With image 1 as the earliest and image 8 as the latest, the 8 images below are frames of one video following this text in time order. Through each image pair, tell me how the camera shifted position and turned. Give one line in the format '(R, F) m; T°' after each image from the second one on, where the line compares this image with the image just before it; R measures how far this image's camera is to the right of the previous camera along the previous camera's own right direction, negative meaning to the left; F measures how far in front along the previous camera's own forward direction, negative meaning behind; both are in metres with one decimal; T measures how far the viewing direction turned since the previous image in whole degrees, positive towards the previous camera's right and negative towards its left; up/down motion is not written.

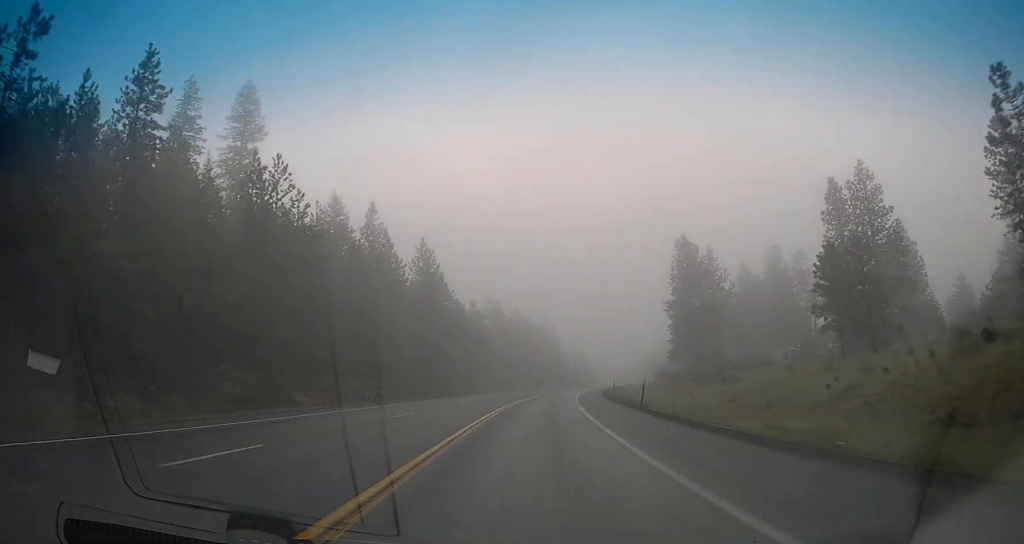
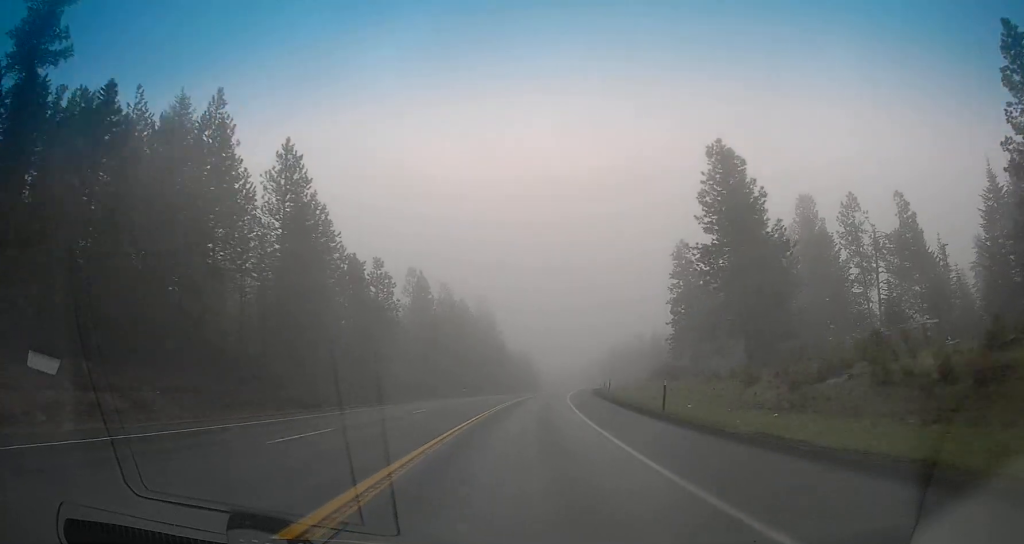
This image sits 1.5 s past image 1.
(+1.9, +39.8) m; +6°
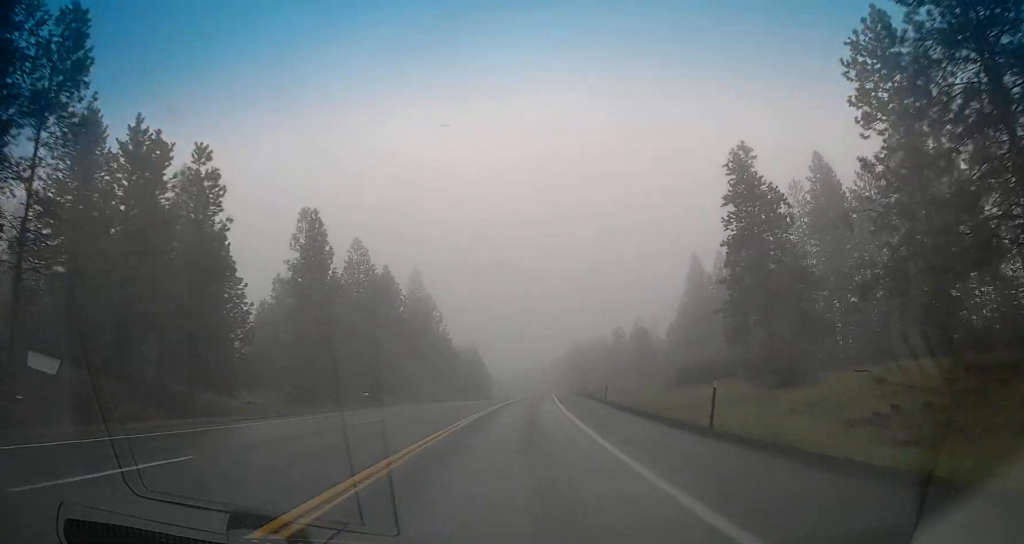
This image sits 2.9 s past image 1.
(+1.7, +38.0) m; +4°
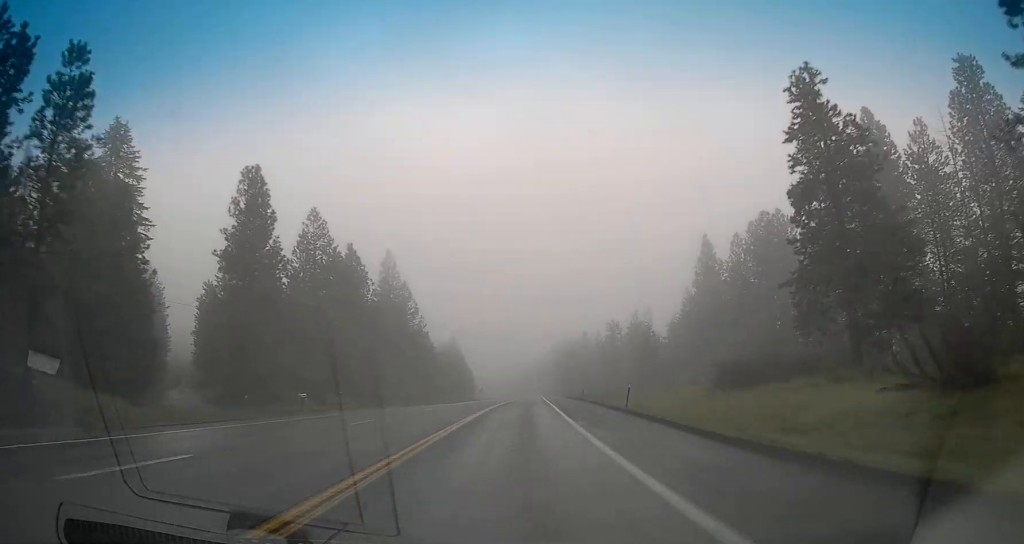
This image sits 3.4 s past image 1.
(0.0, +14.5) m; +2°
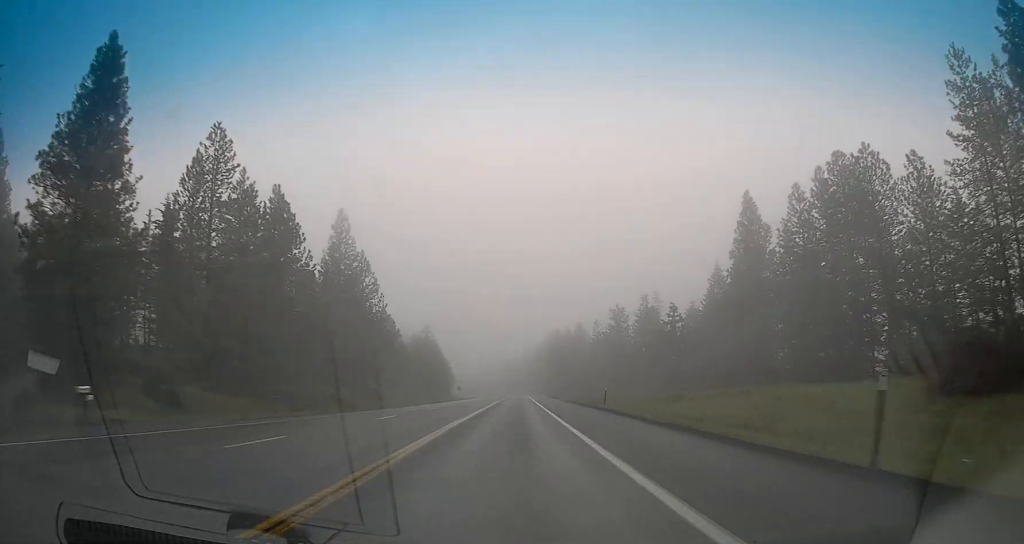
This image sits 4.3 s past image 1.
(+0.6, +24.4) m; +2°
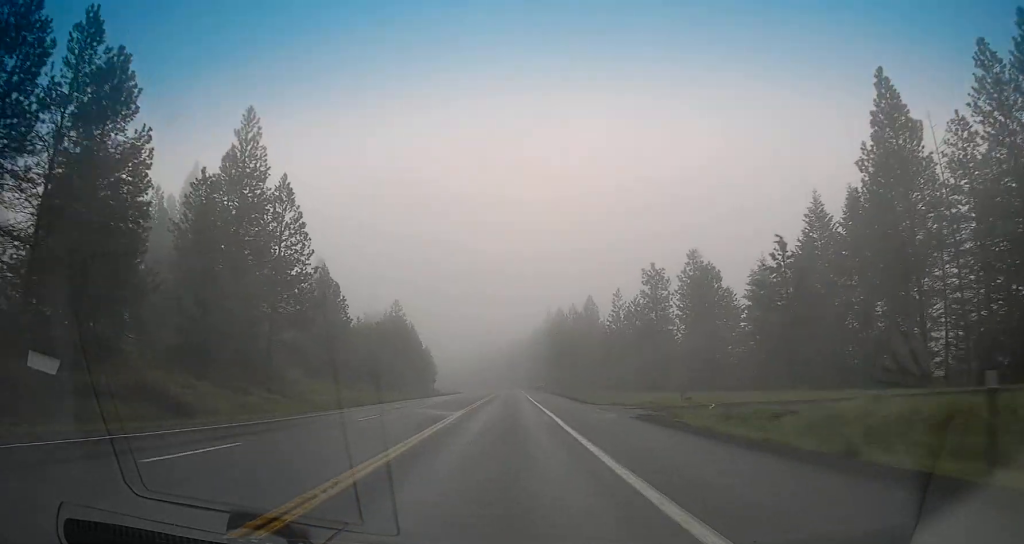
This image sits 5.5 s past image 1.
(+0.7, +33.6) m; +2°
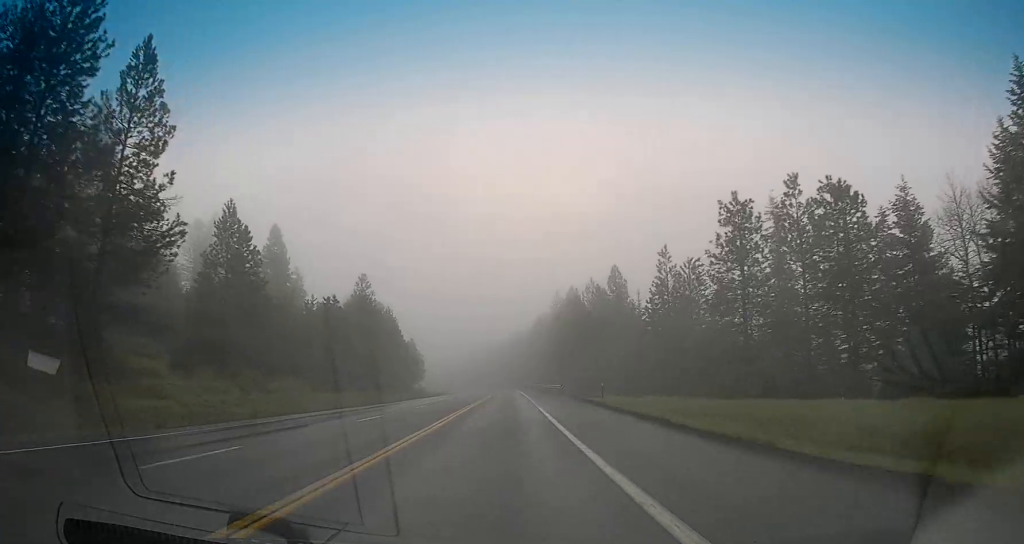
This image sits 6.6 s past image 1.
(+0.1, +30.0) m; 0°
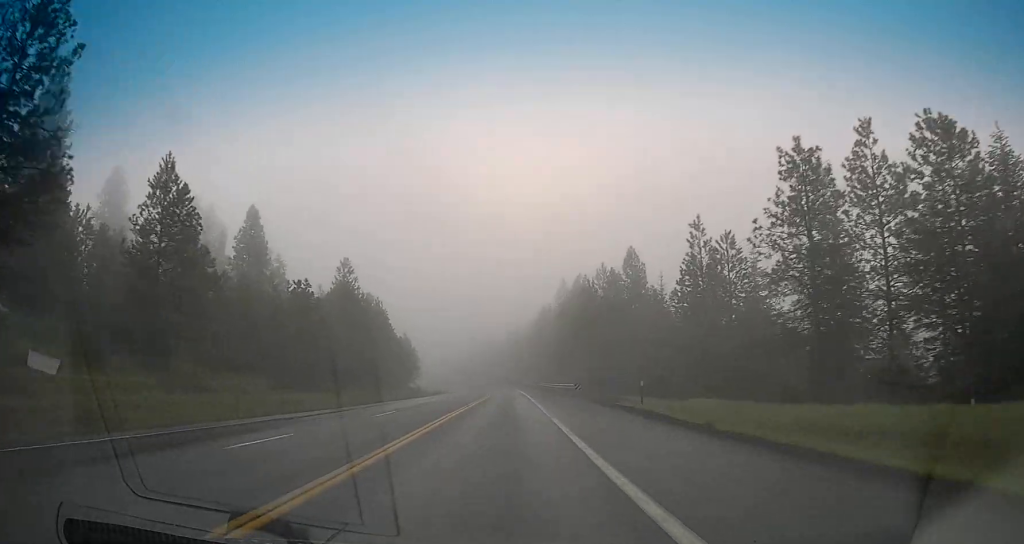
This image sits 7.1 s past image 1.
(-0.1, +11.8) m; 0°
